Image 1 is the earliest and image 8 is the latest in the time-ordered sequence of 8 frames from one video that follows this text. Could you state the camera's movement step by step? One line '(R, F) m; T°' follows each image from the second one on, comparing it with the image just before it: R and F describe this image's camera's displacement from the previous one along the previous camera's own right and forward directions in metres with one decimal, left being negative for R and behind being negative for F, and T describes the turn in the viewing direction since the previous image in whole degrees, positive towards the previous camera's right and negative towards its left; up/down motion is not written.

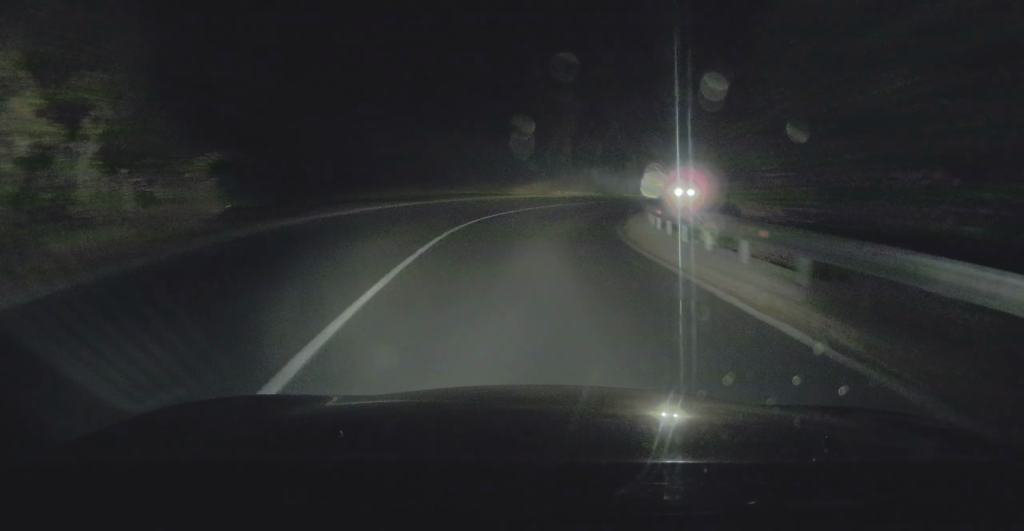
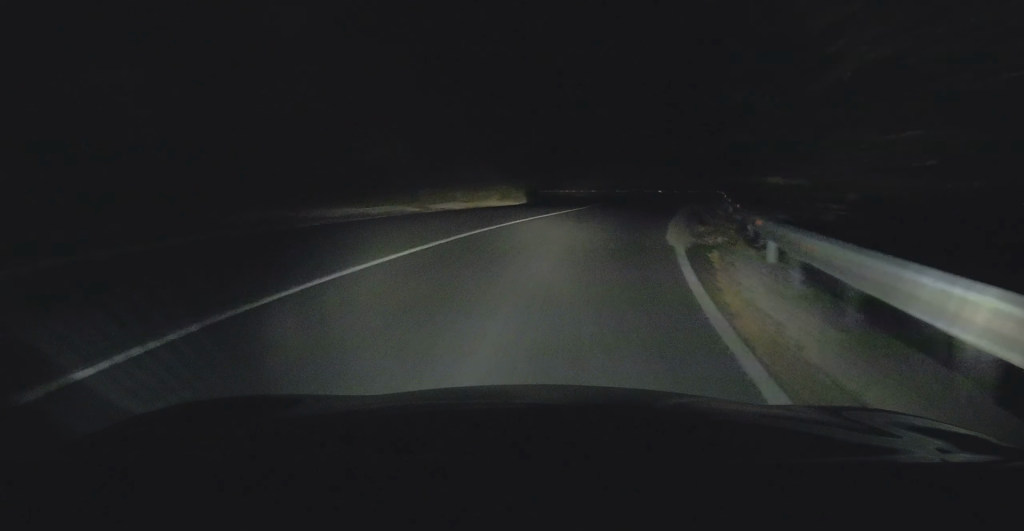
(+1.6, +34.4) m; +8°
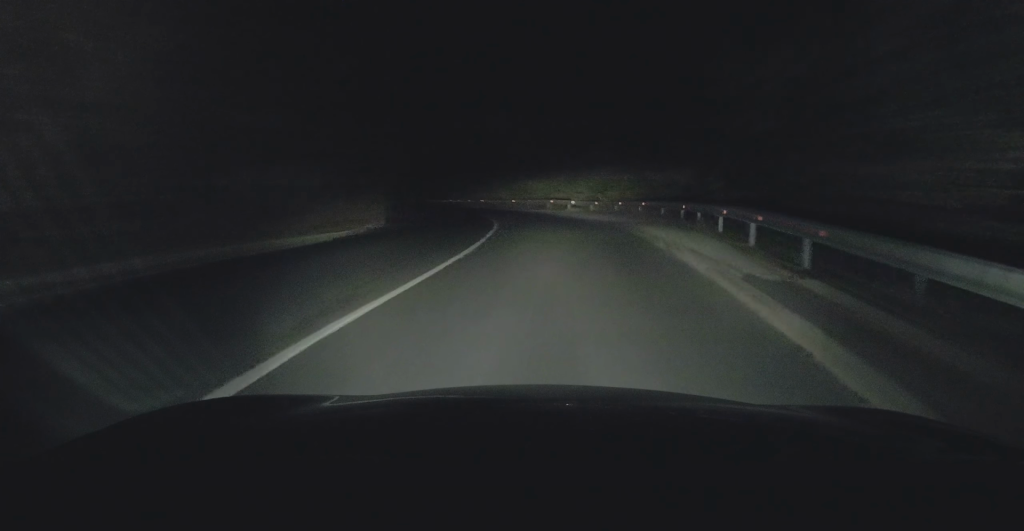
(+0.4, +16.4) m; +3°
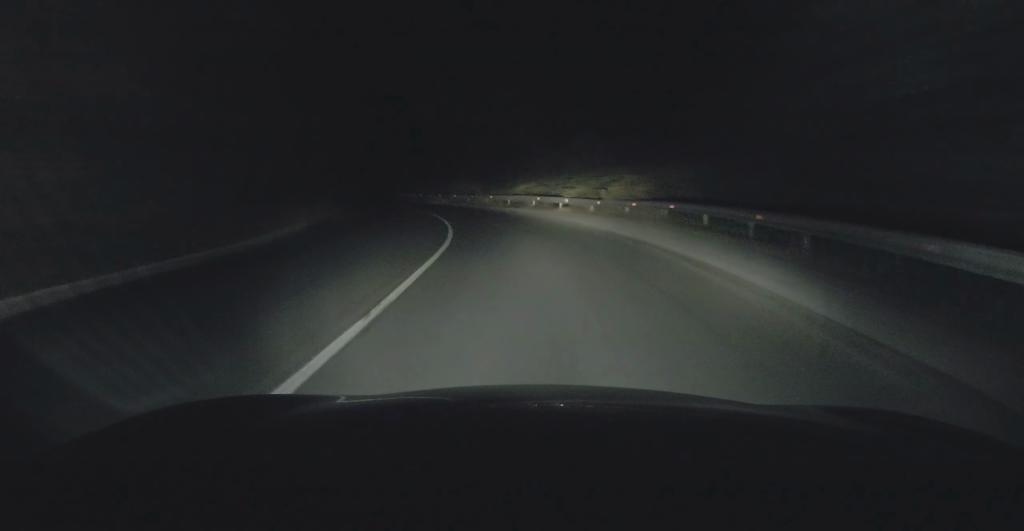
(+0.2, +10.7) m; +1°
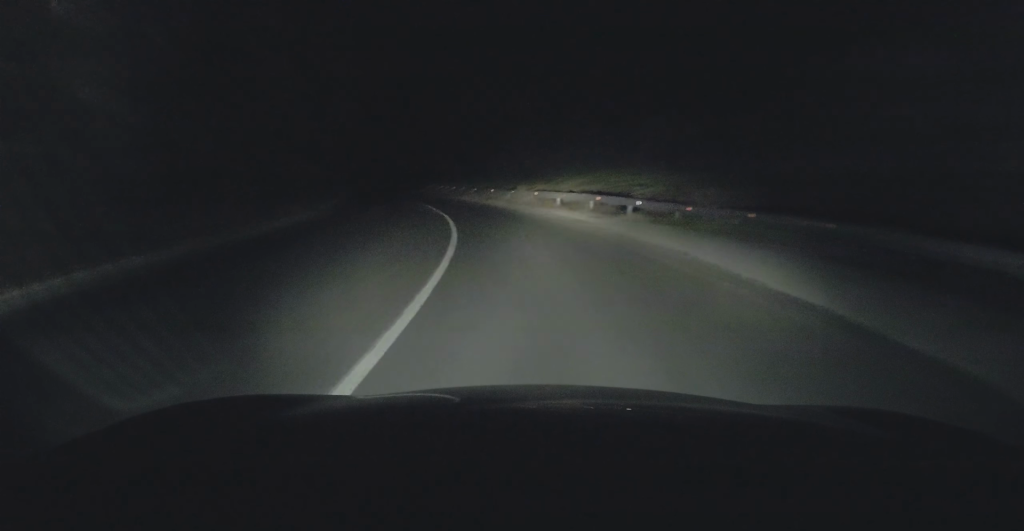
(+0.3, +9.7) m; -1°
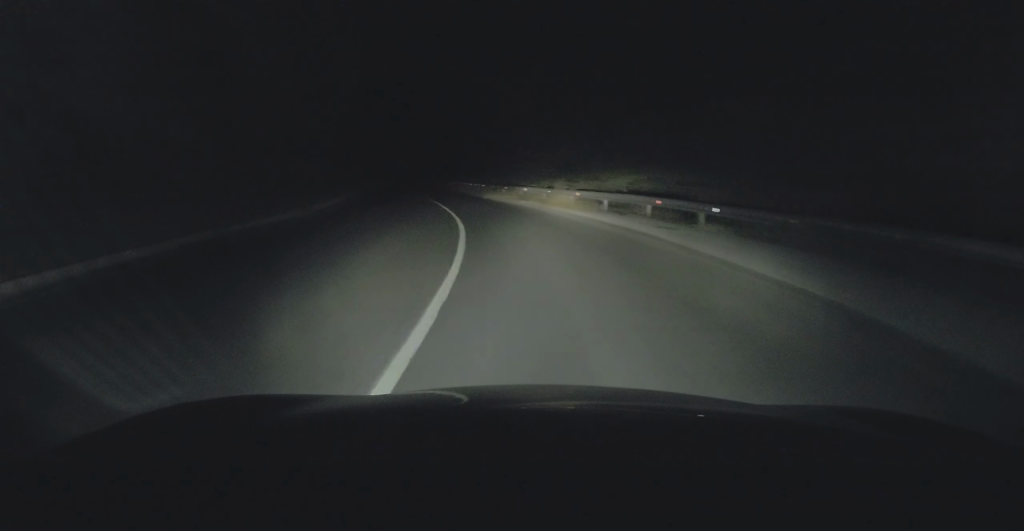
(-0.2, +5.8) m; -3°
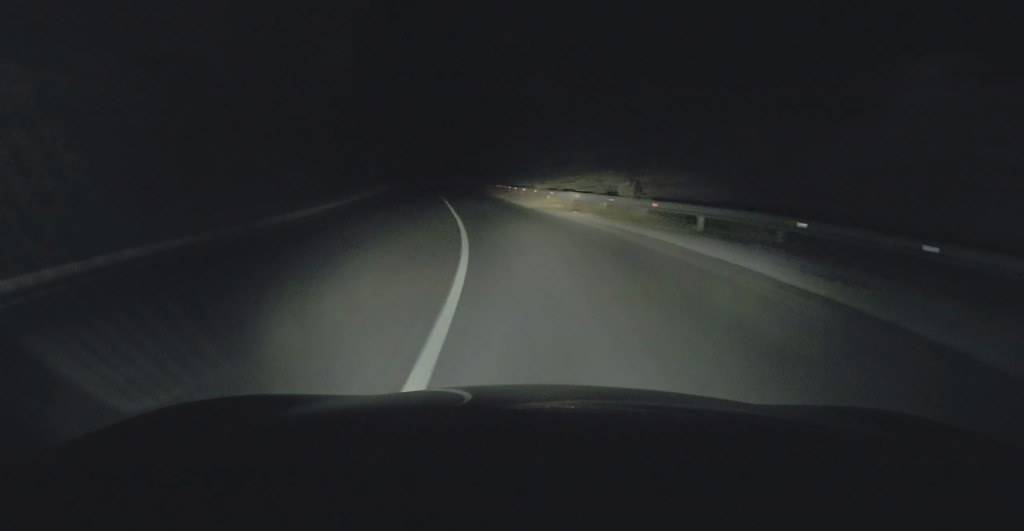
(0.0, +8.5) m; -5°
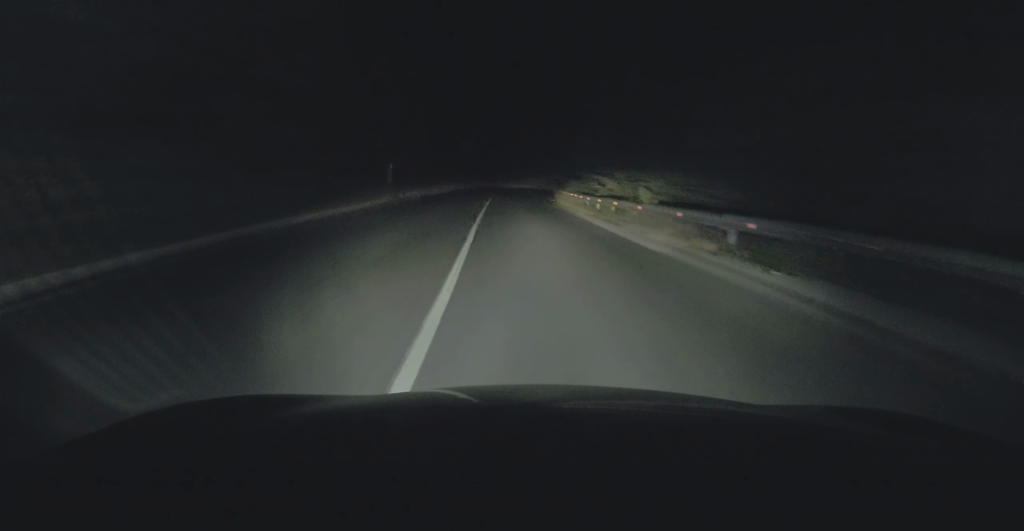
(-1.3, +14.3) m; -5°
